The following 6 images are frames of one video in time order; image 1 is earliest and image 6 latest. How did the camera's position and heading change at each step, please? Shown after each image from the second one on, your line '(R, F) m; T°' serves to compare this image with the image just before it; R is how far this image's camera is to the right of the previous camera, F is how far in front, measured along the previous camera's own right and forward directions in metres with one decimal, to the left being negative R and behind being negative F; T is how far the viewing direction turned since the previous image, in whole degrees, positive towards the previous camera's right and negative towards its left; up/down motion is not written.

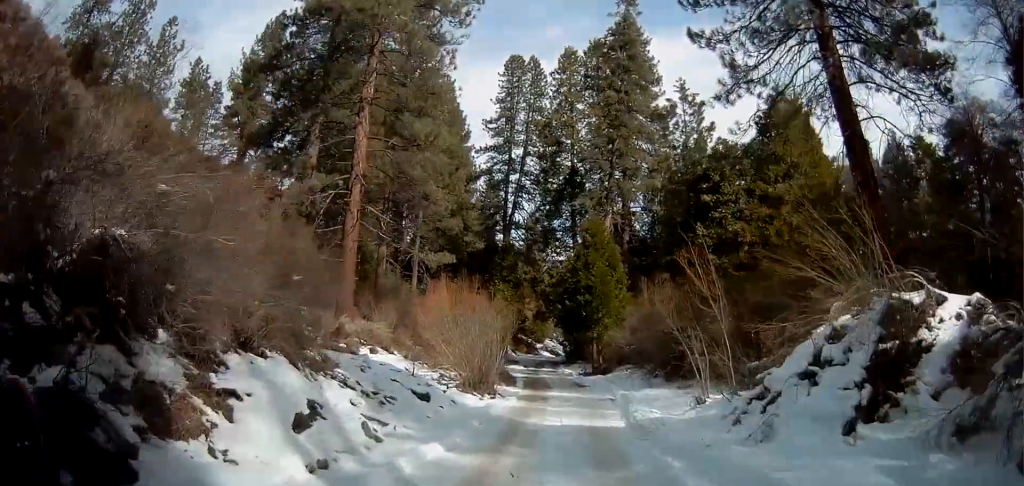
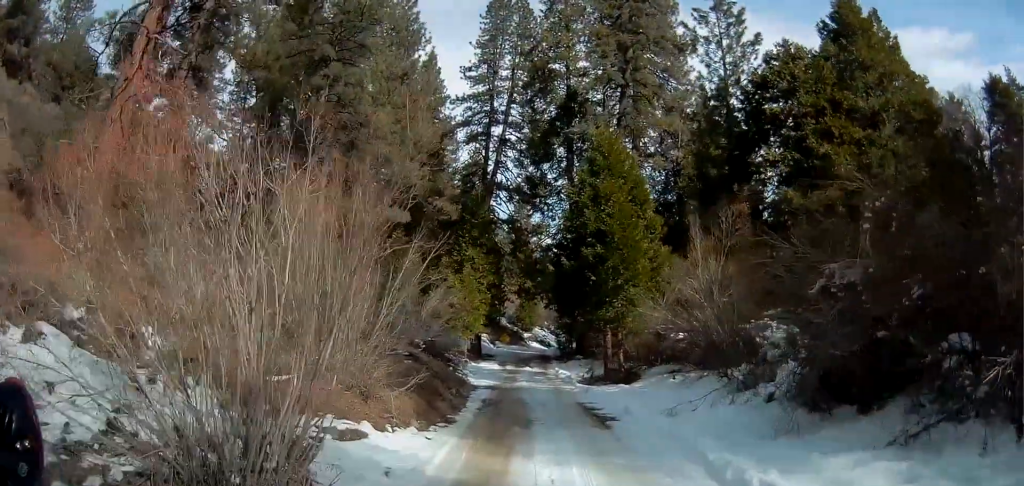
(+1.1, +17.2) m; +5°
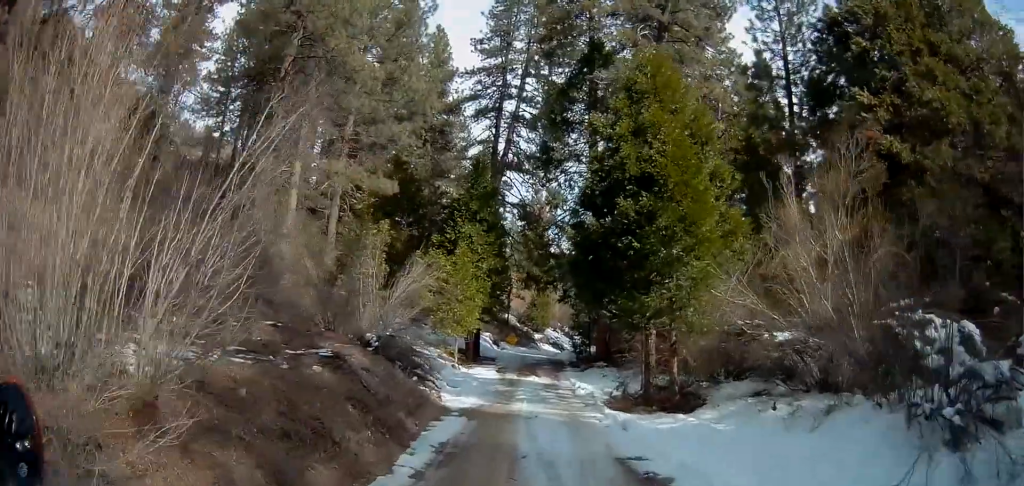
(-0.1, +8.6) m; +2°
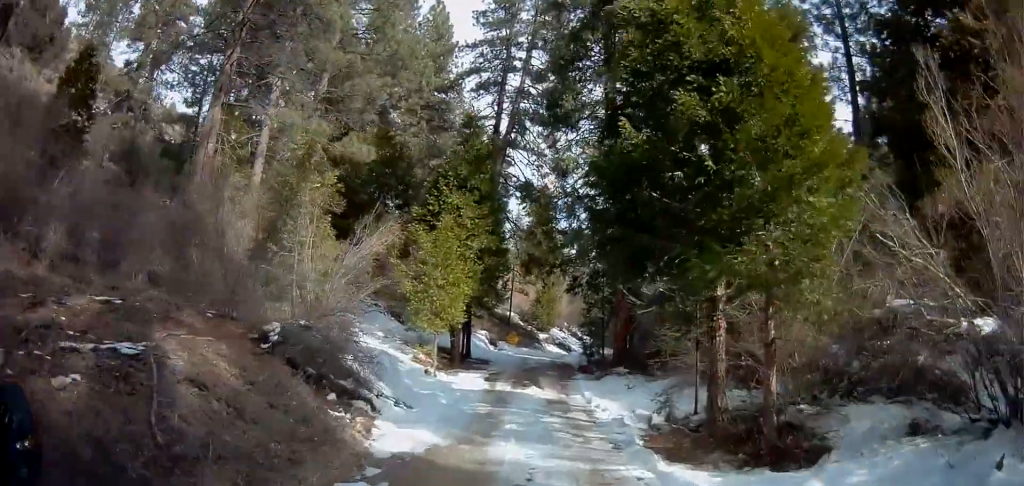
(+0.3, +7.0) m; -1°
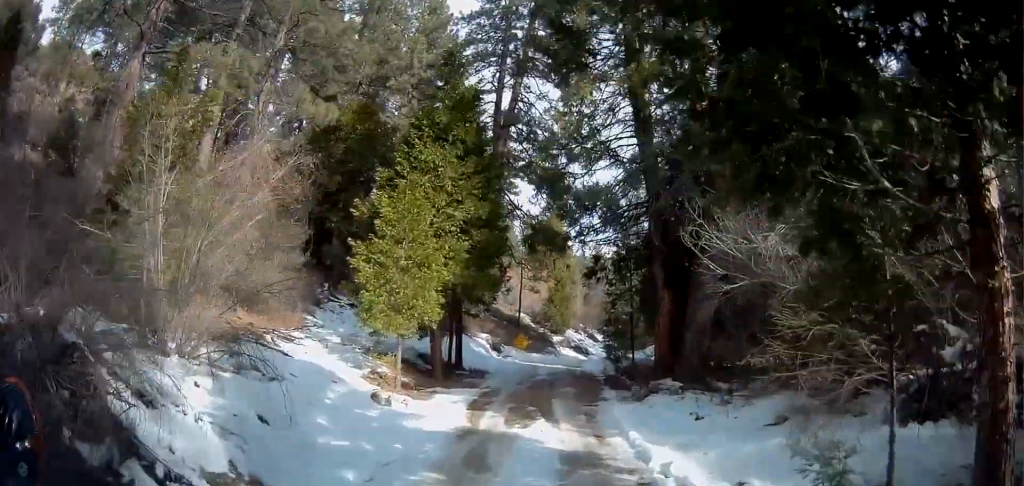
(-0.6, +7.6) m; -6°
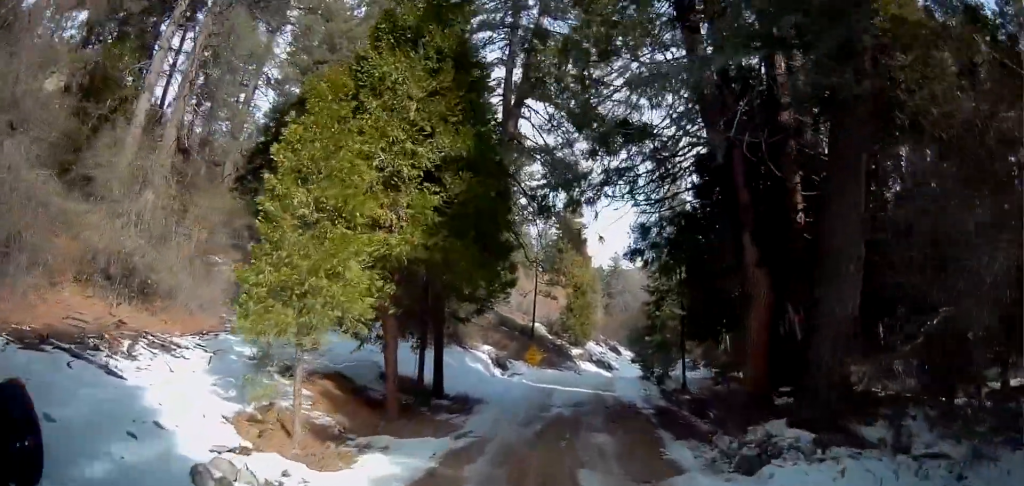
(-0.2, +7.6) m; -1°
